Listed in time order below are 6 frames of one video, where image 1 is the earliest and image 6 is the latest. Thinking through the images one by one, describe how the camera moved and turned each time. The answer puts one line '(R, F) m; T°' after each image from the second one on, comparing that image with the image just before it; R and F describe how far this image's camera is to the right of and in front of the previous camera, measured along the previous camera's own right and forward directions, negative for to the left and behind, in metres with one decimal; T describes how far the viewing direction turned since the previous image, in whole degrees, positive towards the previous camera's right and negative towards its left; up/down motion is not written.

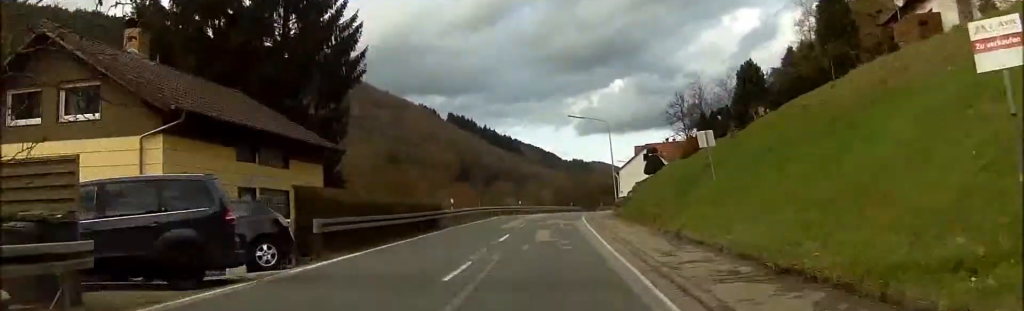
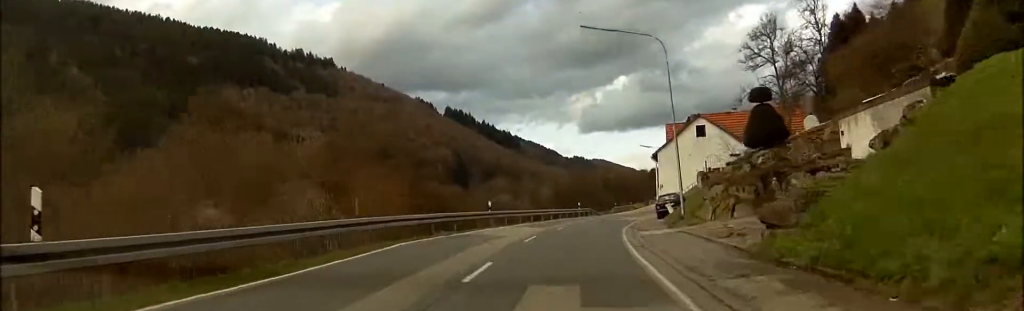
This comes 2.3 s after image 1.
(0.0, +37.8) m; +1°
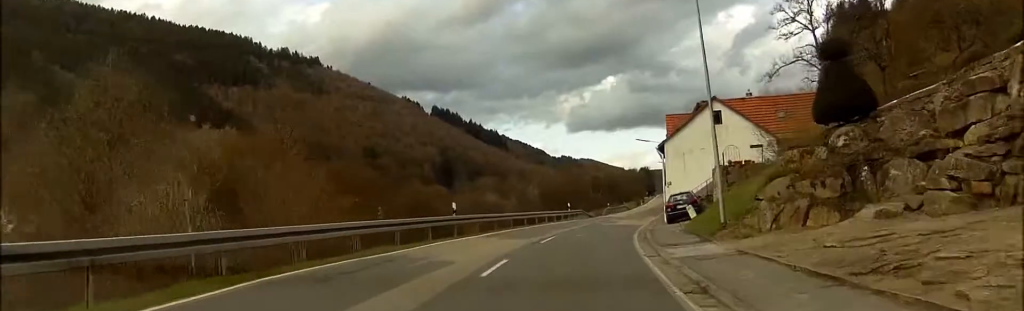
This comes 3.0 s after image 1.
(0.0, +11.5) m; 0°
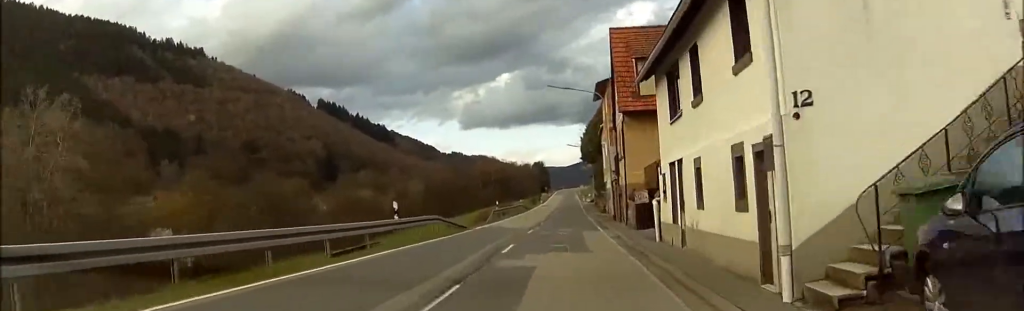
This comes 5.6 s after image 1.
(+1.3, +50.9) m; +4°
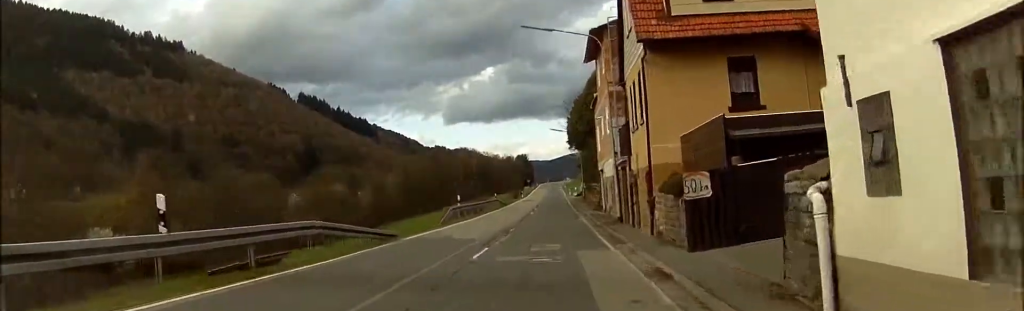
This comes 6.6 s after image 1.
(+0.4, +18.0) m; +2°
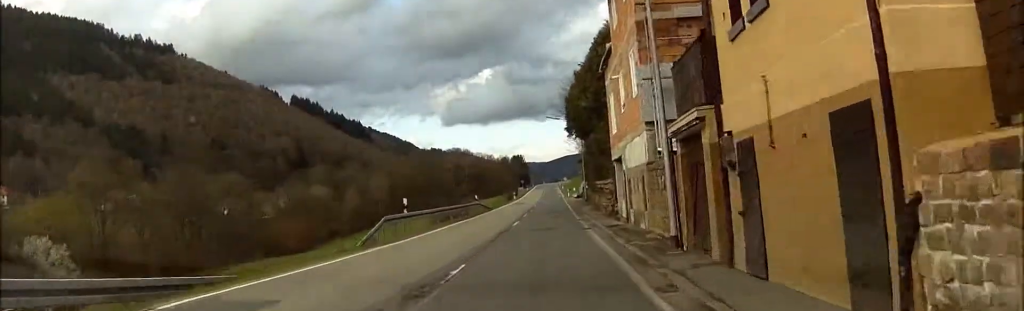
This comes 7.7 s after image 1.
(+0.2, +16.4) m; +1°
